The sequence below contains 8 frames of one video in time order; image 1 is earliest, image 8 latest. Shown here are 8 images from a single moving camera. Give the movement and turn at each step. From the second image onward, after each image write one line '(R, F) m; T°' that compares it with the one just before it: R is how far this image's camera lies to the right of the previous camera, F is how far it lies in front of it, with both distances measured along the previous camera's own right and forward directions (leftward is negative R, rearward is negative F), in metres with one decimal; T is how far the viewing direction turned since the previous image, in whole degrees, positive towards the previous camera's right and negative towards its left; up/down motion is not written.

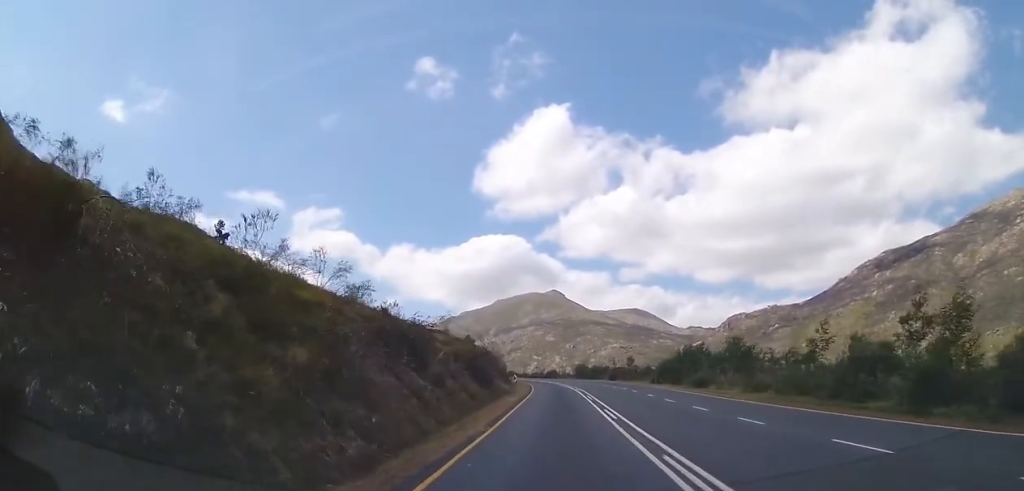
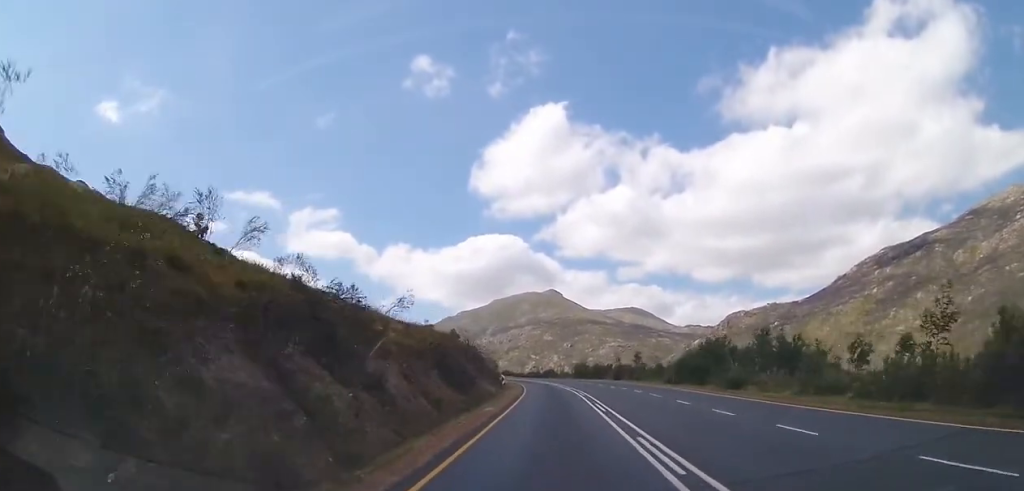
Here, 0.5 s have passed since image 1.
(0.0, +9.5) m; 0°
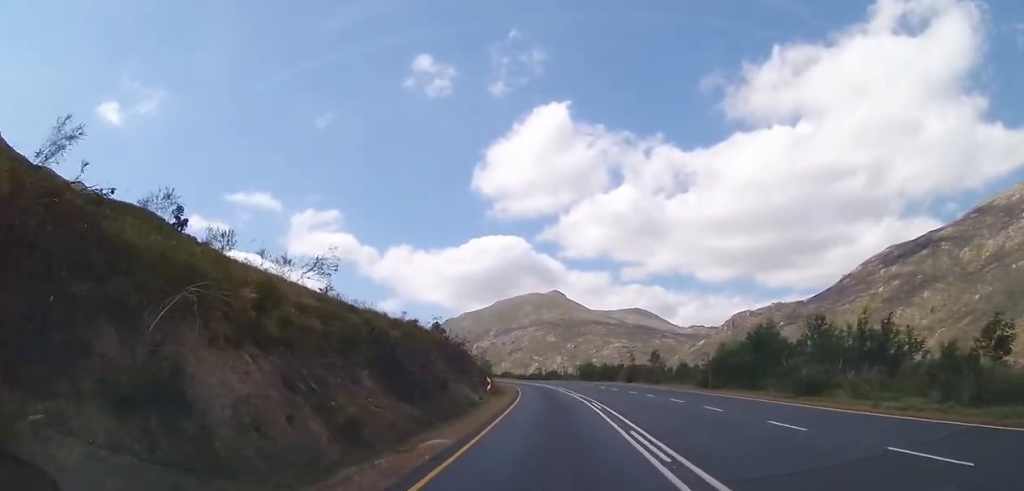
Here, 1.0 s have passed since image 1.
(0.0, +10.9) m; 0°
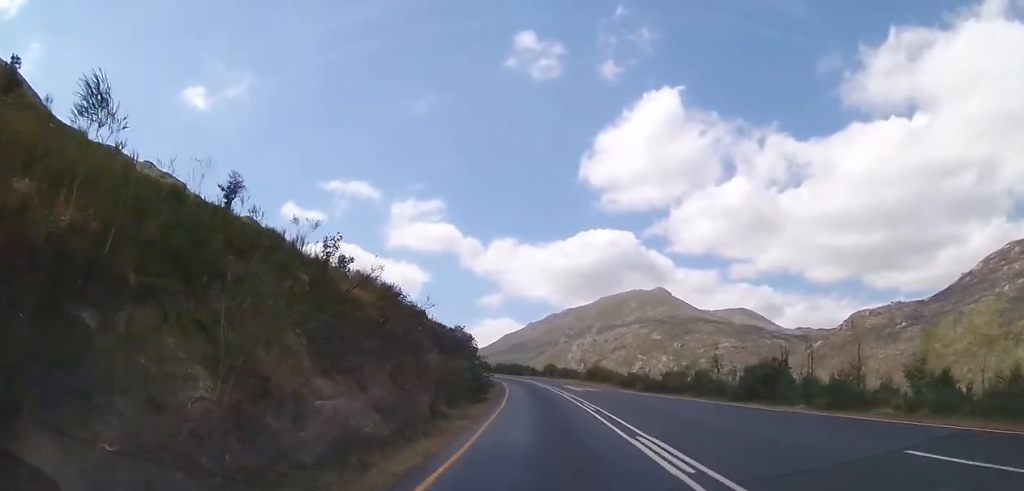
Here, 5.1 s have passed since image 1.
(-4.1, +85.2) m; -8°
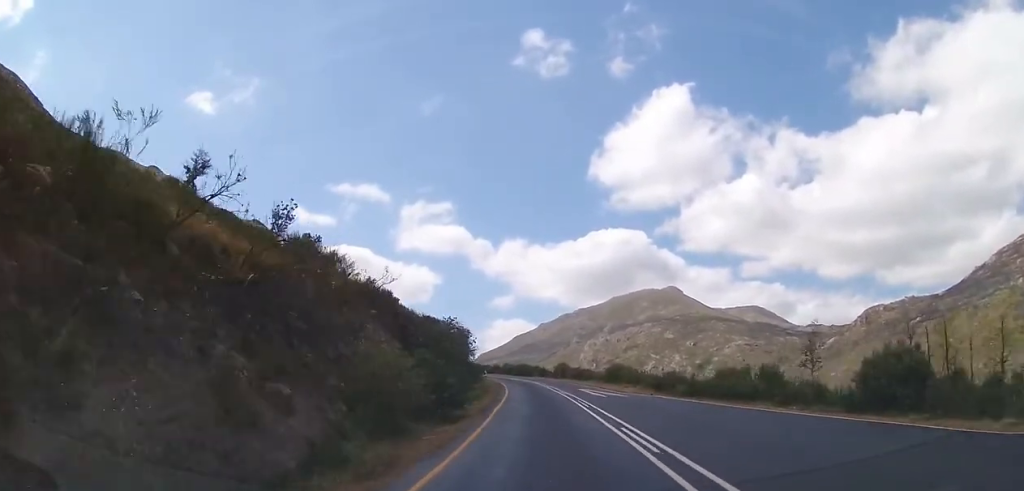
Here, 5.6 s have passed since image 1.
(-0.3, +10.4) m; -2°
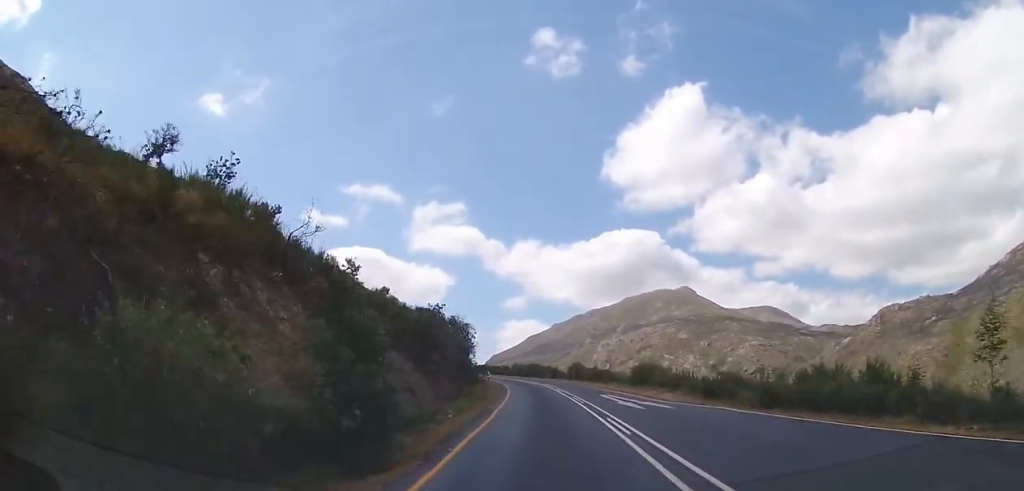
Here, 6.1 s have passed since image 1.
(0.0, +9.0) m; -2°
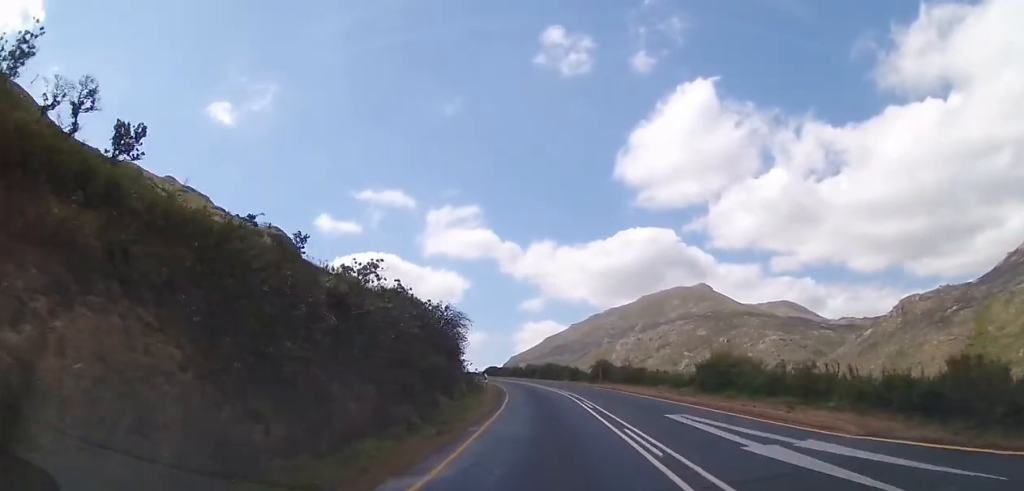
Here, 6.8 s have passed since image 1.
(-0.4, +15.4) m; -2°
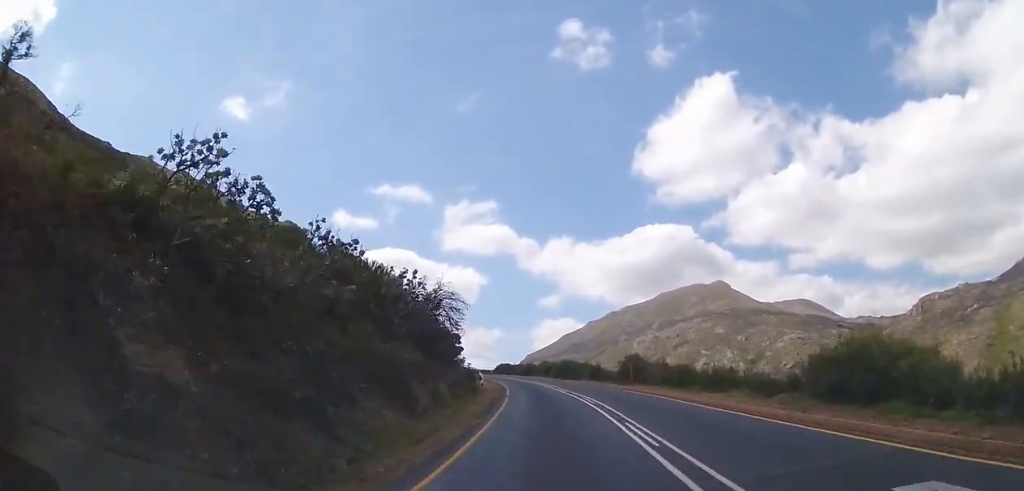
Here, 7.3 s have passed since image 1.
(-0.2, +11.2) m; -2°
